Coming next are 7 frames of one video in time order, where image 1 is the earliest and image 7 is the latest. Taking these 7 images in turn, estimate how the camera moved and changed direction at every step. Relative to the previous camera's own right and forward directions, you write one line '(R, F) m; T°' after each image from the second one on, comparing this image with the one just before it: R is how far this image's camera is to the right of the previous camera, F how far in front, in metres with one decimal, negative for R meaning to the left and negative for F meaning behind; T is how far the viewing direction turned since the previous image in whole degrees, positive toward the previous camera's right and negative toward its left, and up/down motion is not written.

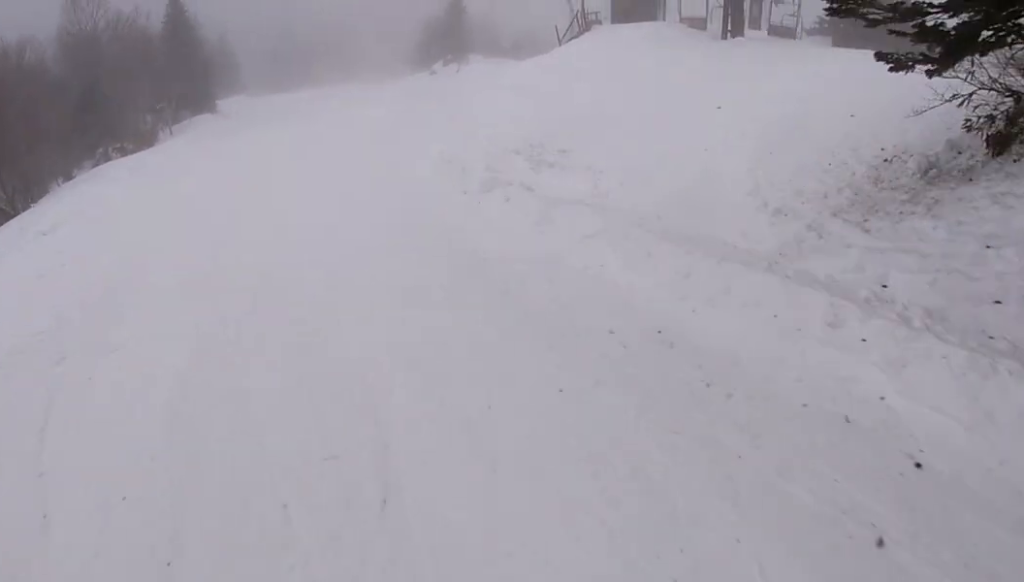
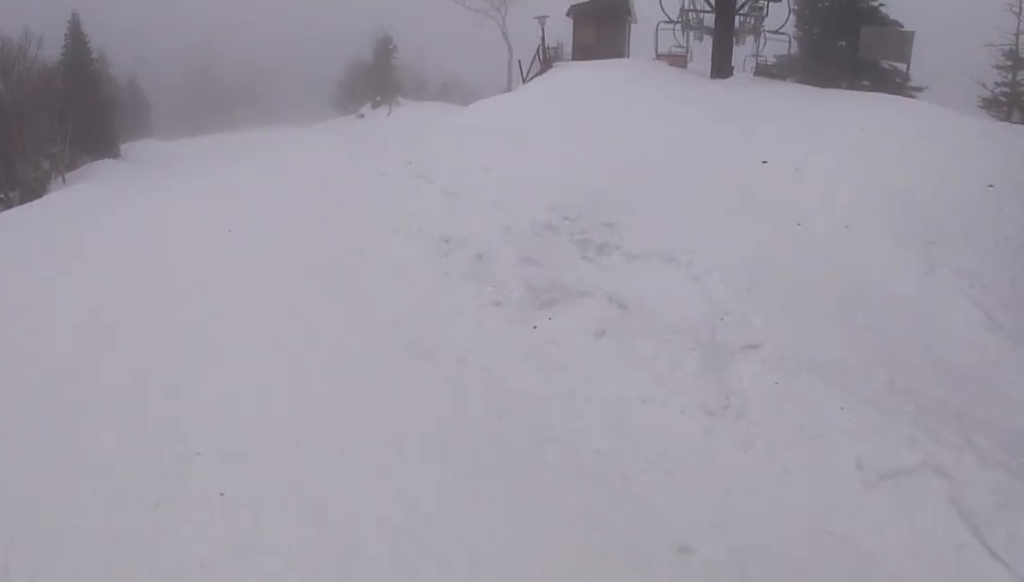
(-0.2, +4.4) m; -3°
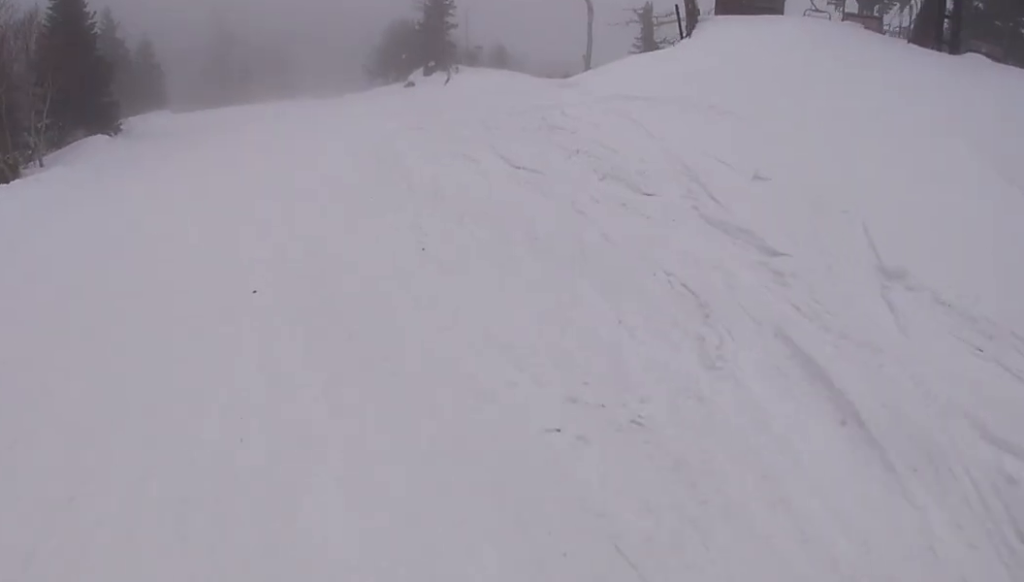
(0.0, +6.4) m; 0°
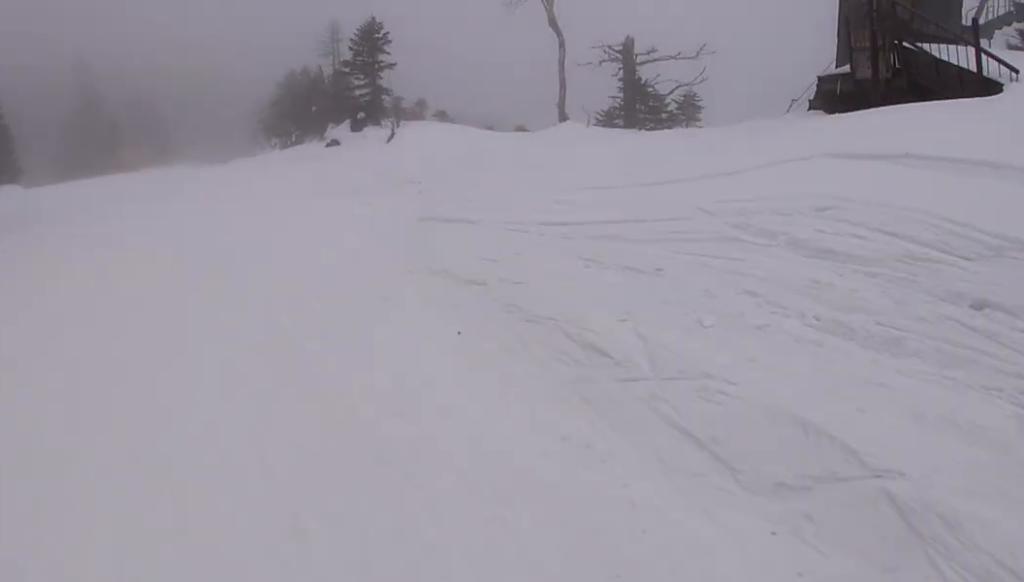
(0.0, +9.2) m; 0°
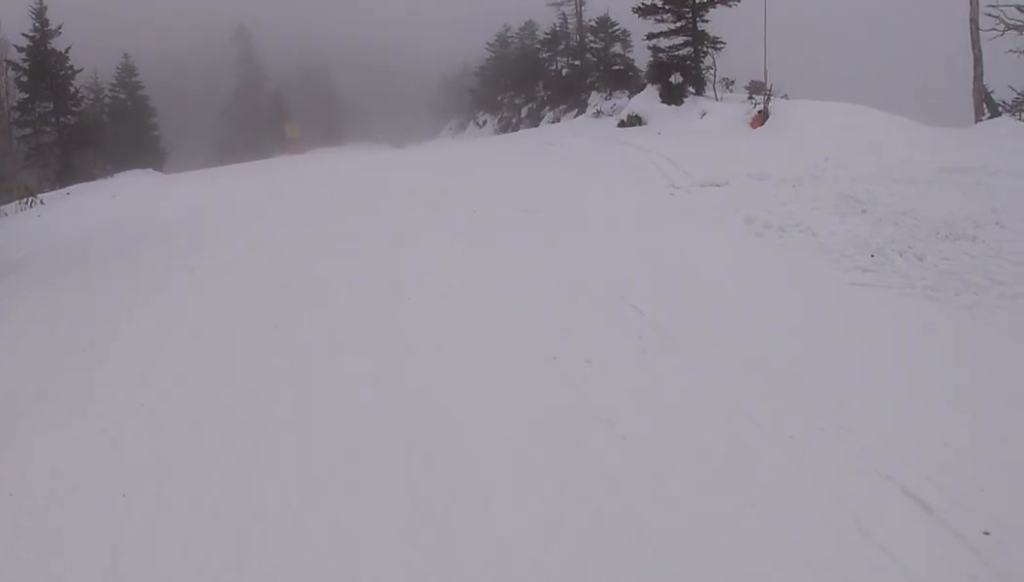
(0.0, +10.1) m; +3°
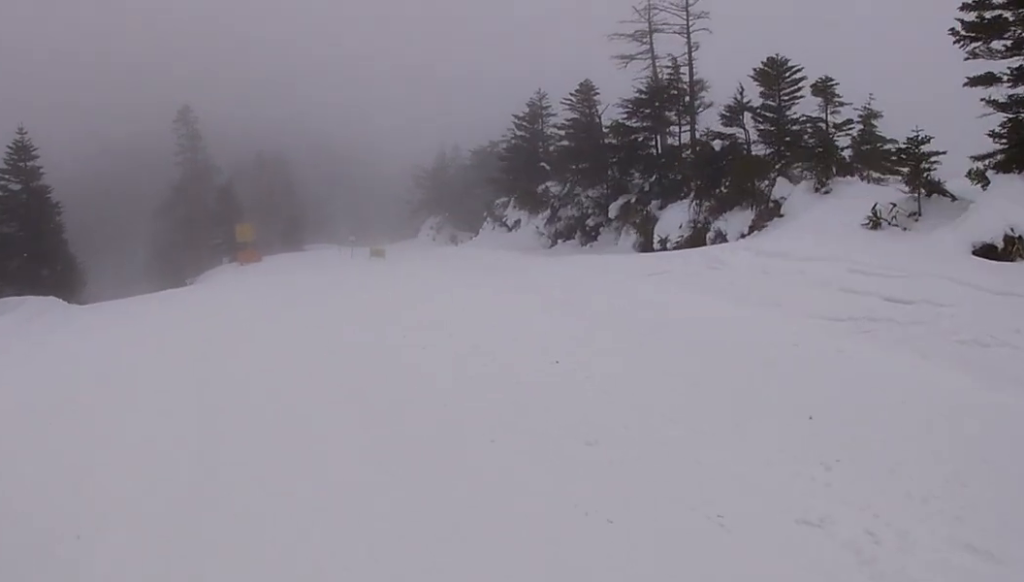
(+1.1, +9.9) m; +5°
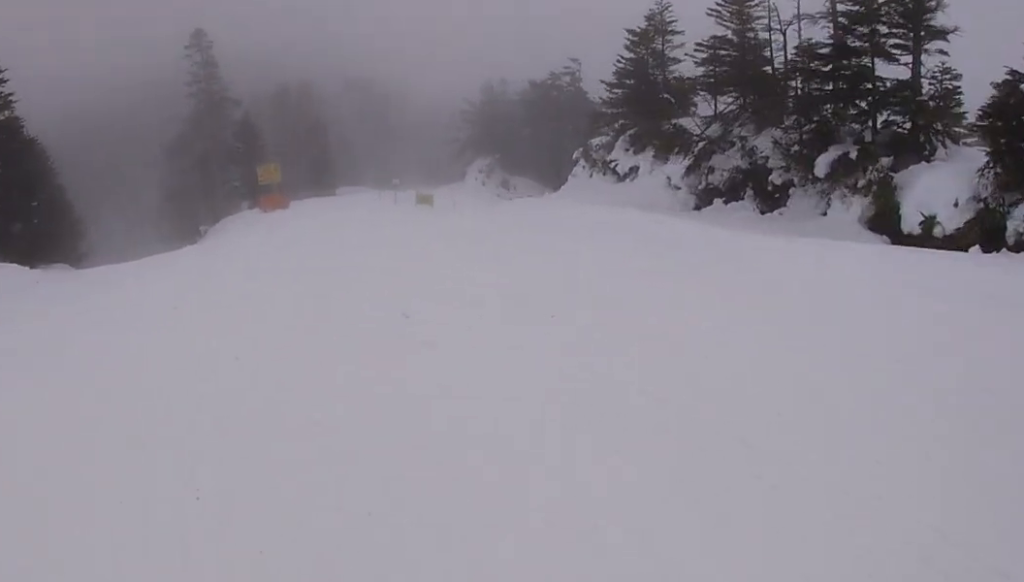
(-0.7, +4.9) m; -14°
